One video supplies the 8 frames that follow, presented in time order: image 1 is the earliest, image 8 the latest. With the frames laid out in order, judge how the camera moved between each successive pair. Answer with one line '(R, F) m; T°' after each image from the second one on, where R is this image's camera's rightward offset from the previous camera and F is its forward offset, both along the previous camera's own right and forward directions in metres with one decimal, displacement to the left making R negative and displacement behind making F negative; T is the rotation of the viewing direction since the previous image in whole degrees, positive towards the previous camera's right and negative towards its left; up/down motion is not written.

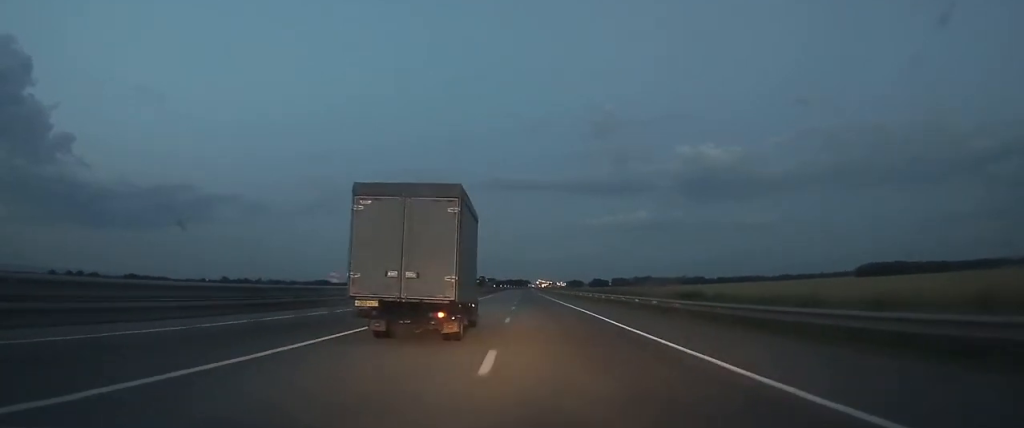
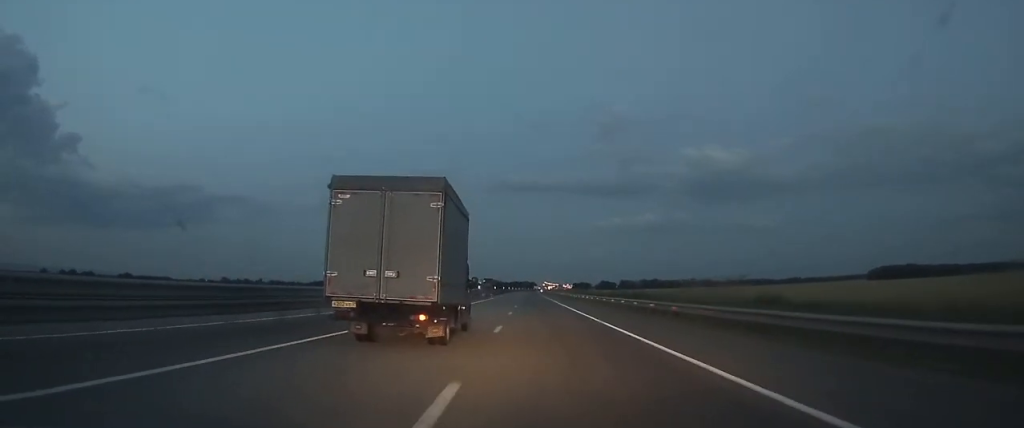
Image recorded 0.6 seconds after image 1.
(0.0, +15.9) m; 0°
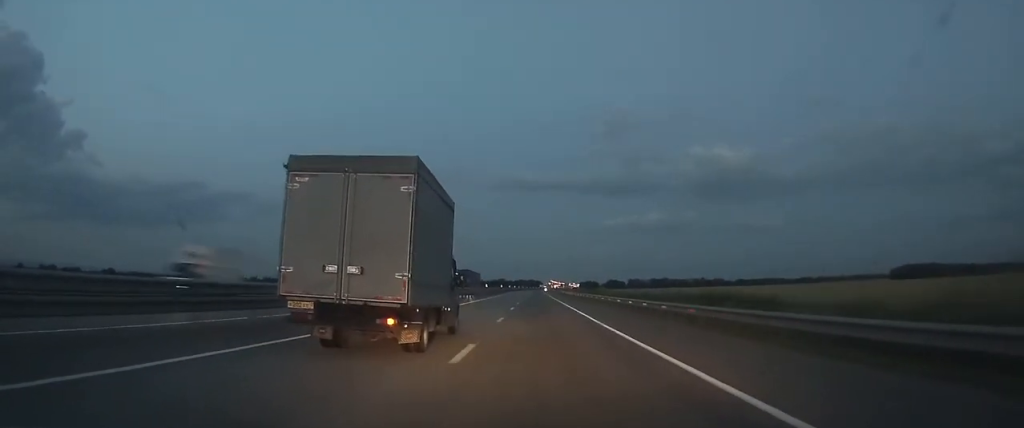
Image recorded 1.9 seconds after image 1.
(-0.1, +31.1) m; 0°
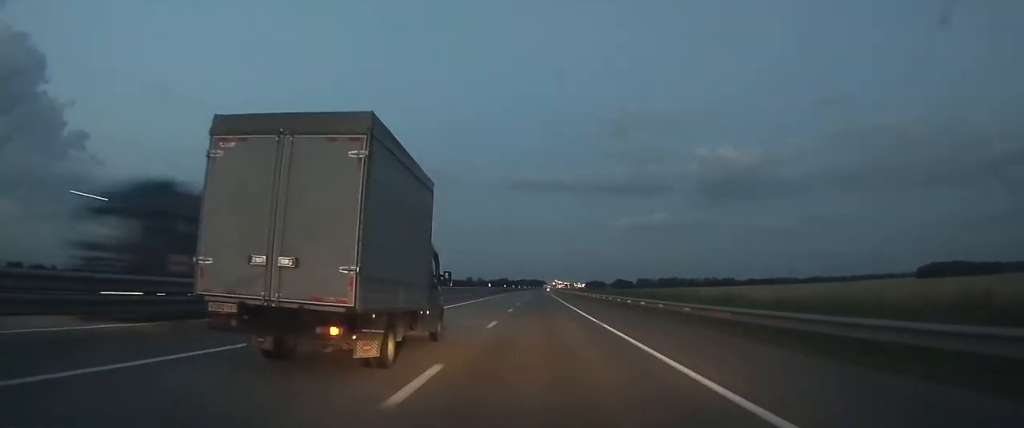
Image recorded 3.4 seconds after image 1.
(-0.2, +39.6) m; -1°
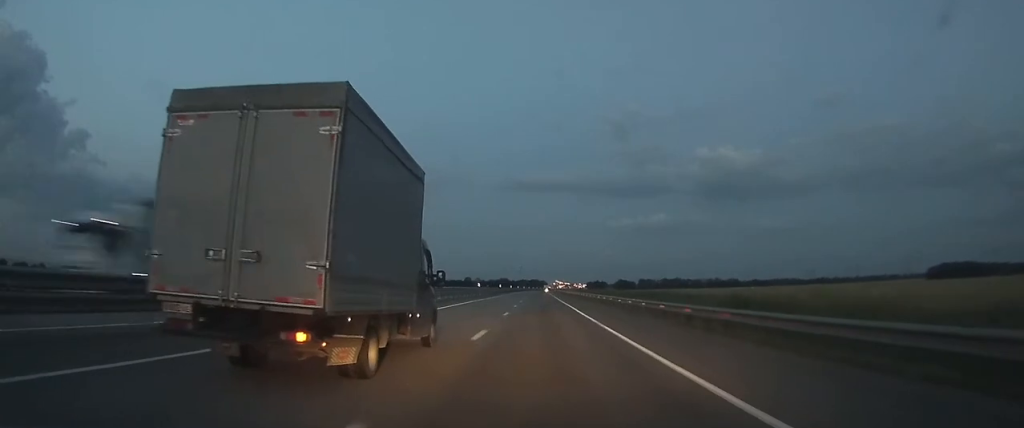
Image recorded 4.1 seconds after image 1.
(-0.1, +16.1) m; 0°
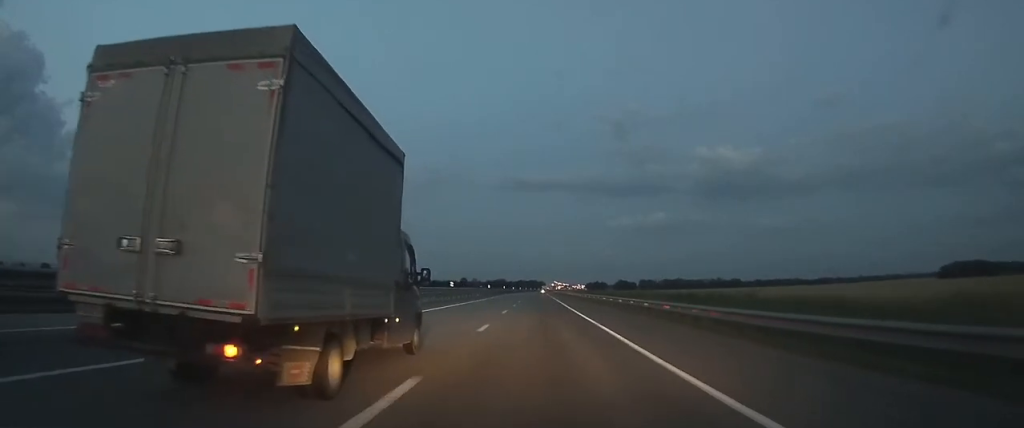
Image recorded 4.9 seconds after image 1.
(0.0, +21.2) m; 0°
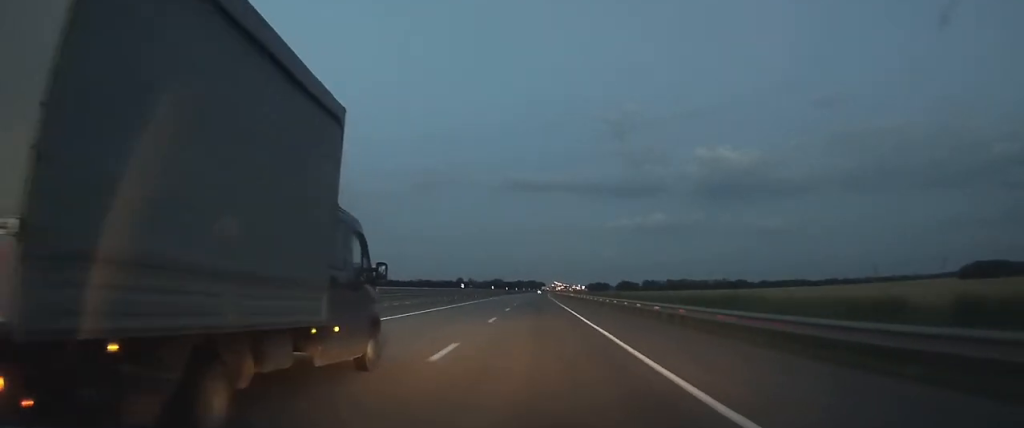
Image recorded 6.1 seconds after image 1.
(0.0, +30.6) m; 0°
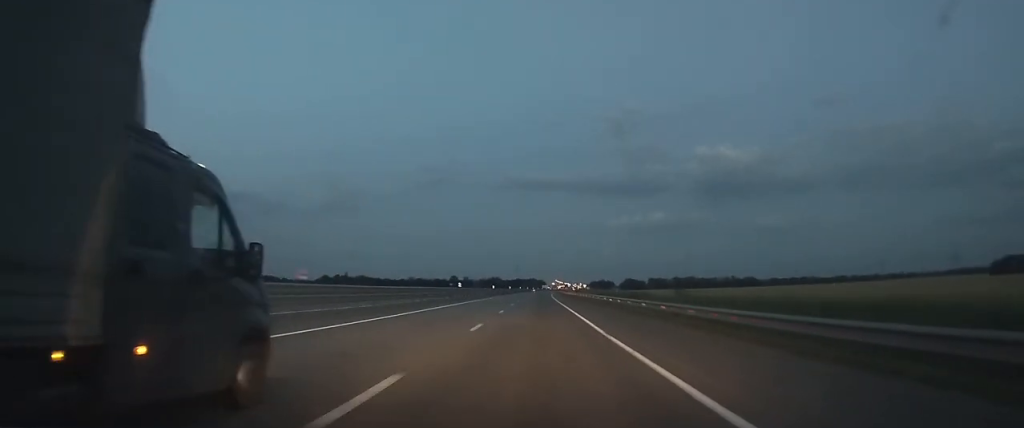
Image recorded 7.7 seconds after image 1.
(0.0, +41.0) m; 0°
